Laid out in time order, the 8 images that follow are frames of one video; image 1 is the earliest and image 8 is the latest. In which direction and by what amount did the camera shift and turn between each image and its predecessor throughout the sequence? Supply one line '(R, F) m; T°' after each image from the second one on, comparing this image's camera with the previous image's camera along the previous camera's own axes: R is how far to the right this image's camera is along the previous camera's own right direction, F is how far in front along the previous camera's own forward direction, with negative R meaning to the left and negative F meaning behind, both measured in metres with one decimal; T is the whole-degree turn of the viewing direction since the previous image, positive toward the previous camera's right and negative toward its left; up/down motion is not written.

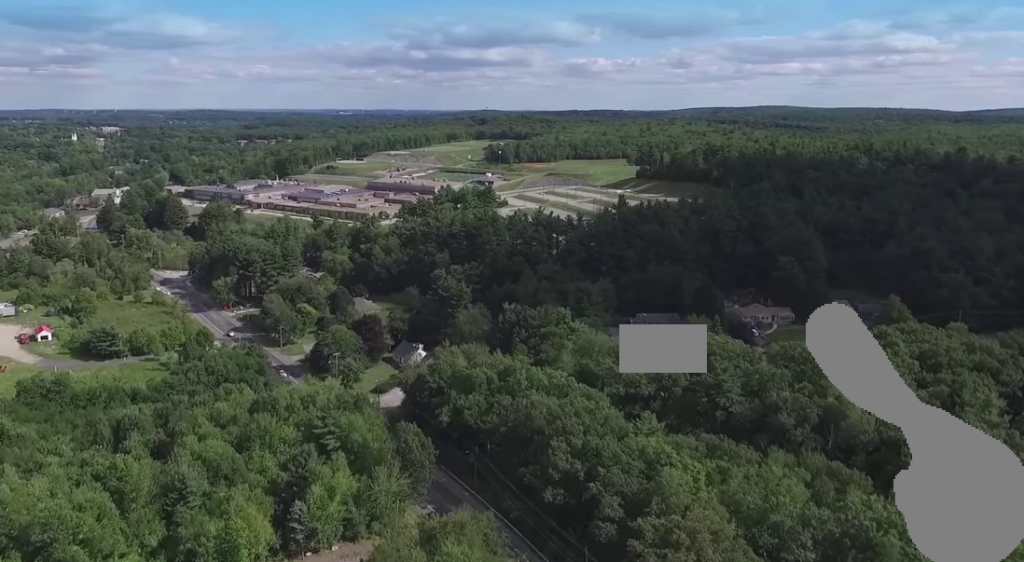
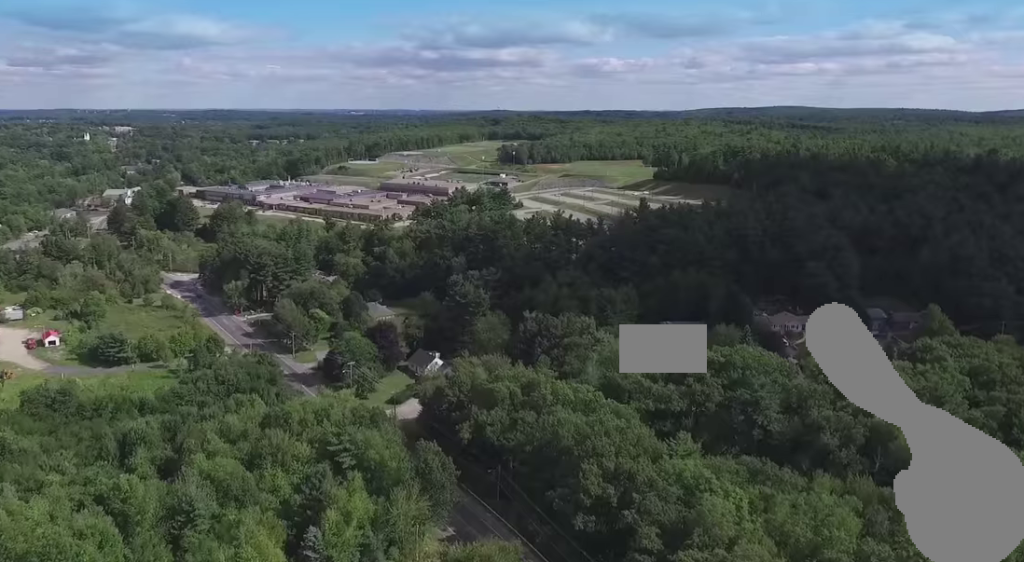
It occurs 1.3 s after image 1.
(-0.1, +8.3) m; -1°
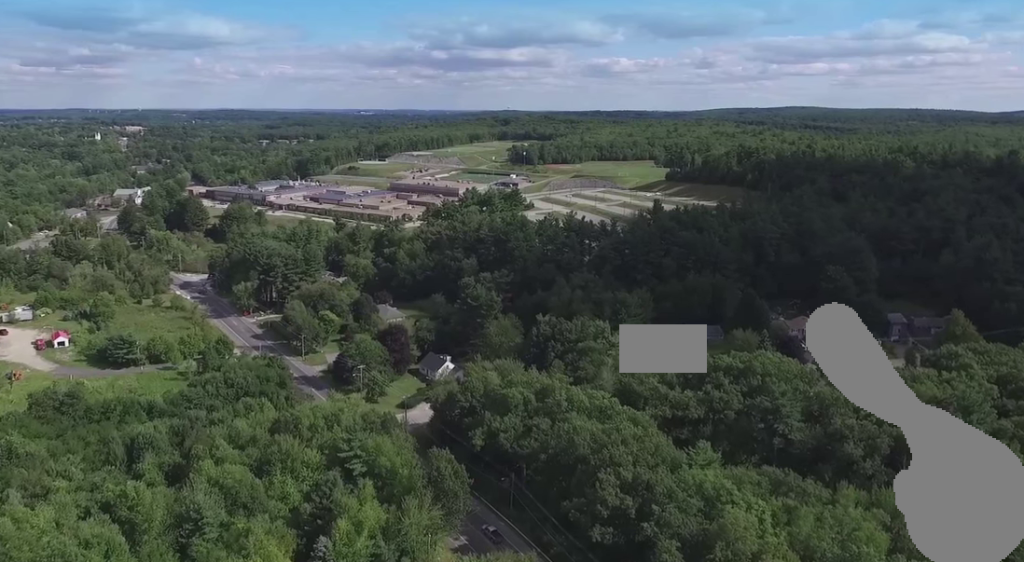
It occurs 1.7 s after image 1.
(0.0, +3.1) m; 0°
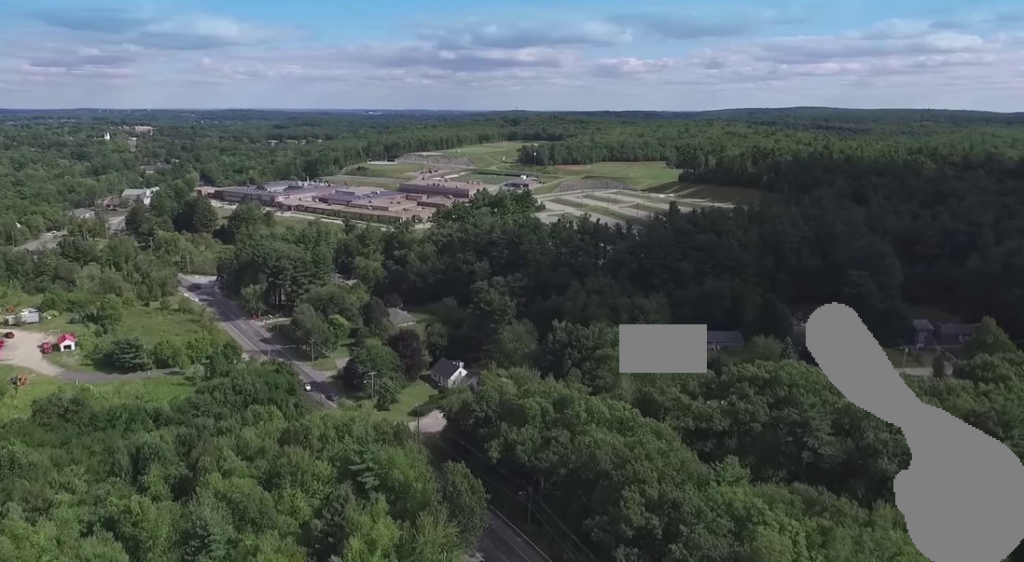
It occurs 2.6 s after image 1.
(0.0, +5.6) m; 0°
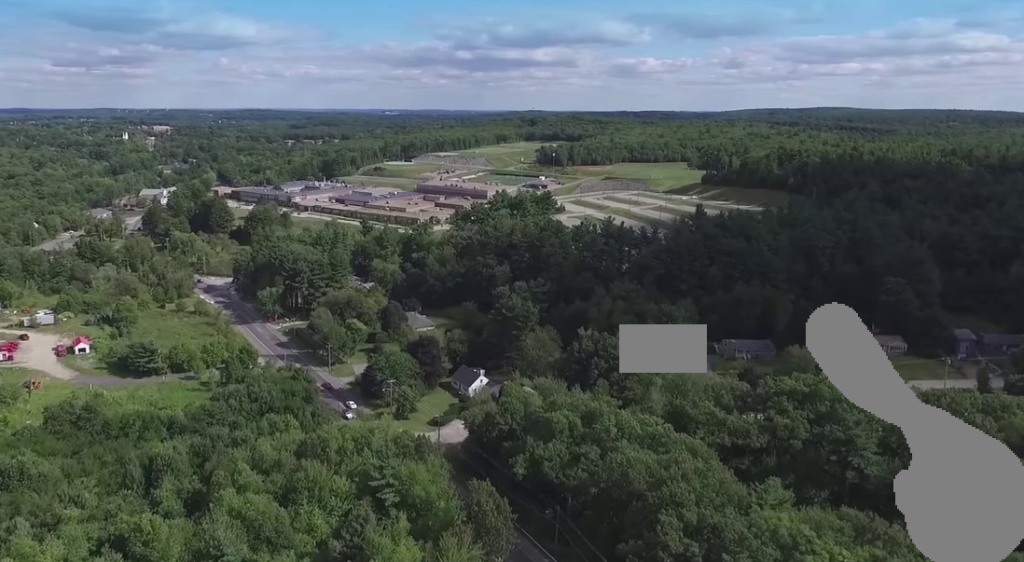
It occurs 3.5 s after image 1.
(0.0, +6.7) m; 0°
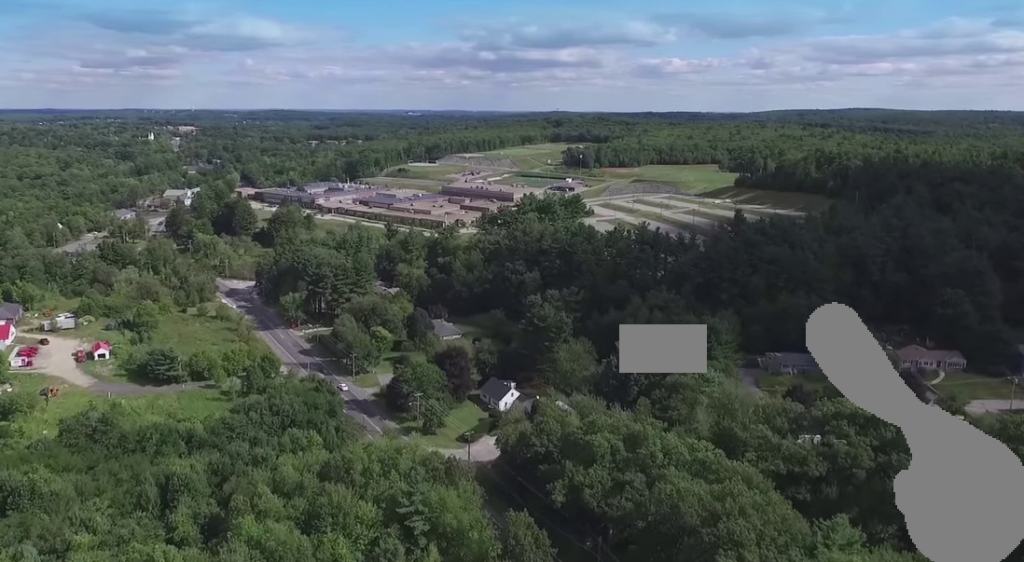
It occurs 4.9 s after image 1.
(-0.1, +9.2) m; -2°
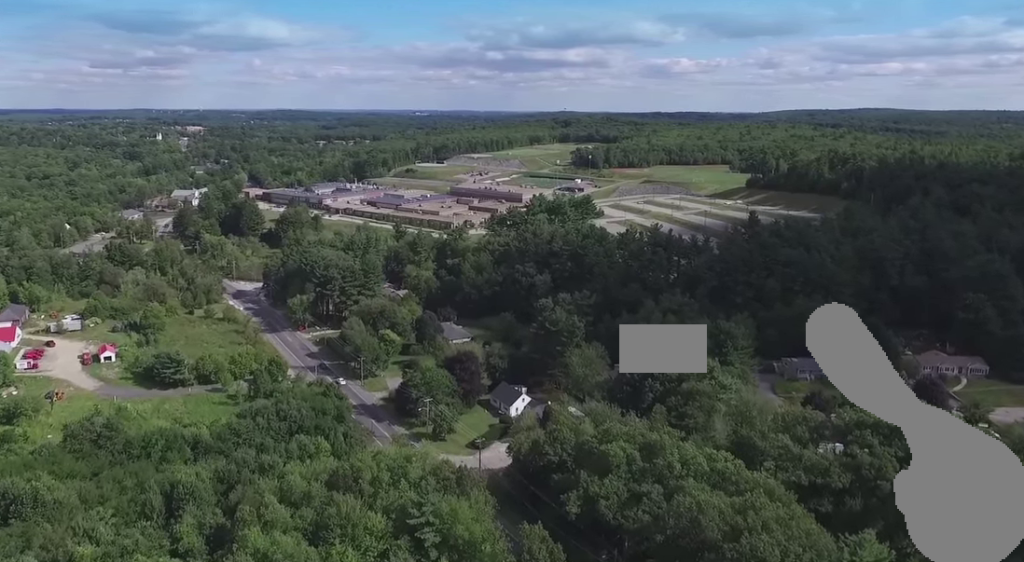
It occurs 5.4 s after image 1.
(0.0, +3.5) m; 0°
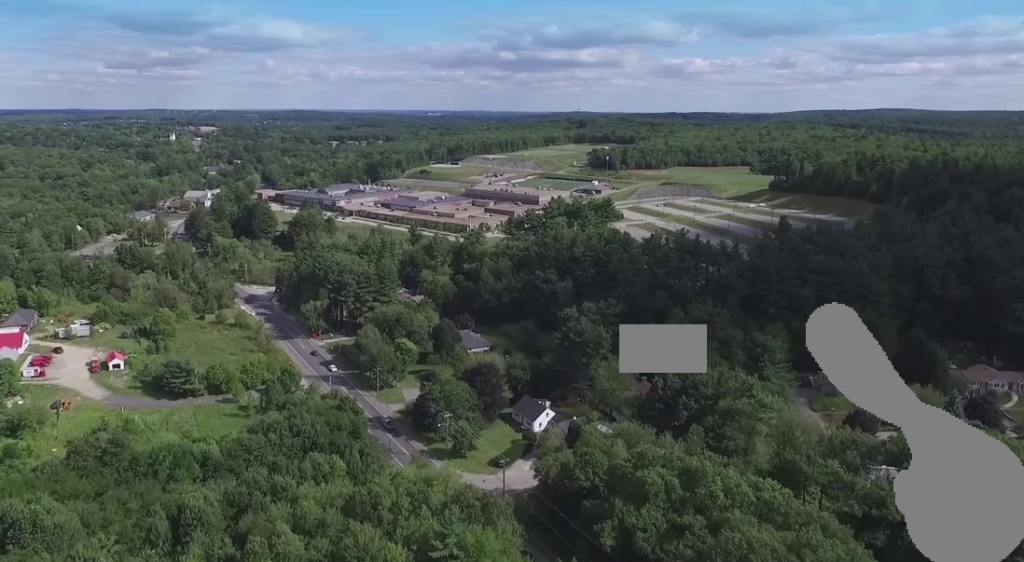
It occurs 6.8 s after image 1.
(0.0, +9.5) m; 0°
